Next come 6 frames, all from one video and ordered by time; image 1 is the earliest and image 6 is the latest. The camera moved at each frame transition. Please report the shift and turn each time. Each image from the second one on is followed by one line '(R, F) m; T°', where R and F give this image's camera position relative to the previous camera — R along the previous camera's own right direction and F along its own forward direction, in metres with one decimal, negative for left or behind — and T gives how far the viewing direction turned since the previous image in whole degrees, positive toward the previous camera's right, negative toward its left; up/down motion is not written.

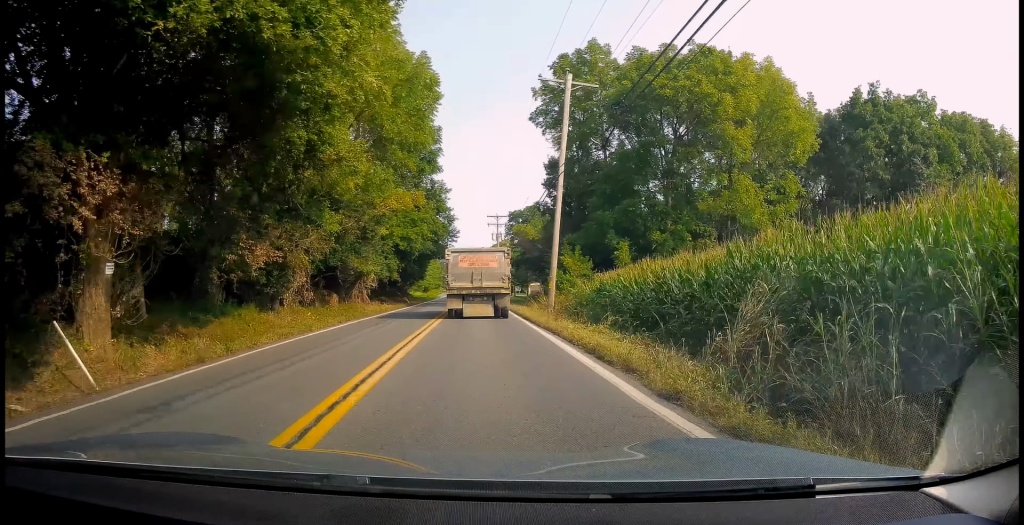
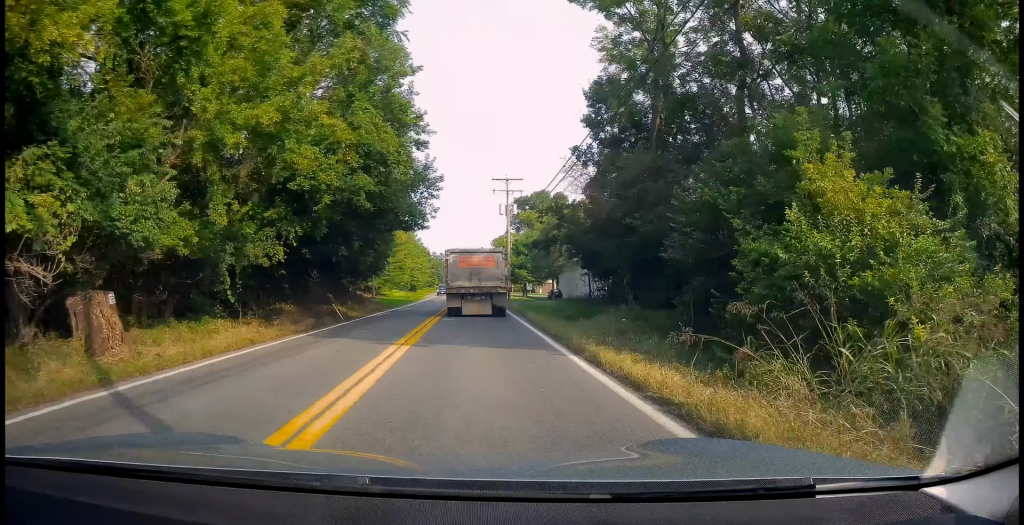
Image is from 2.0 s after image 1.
(+0.3, +26.0) m; 0°
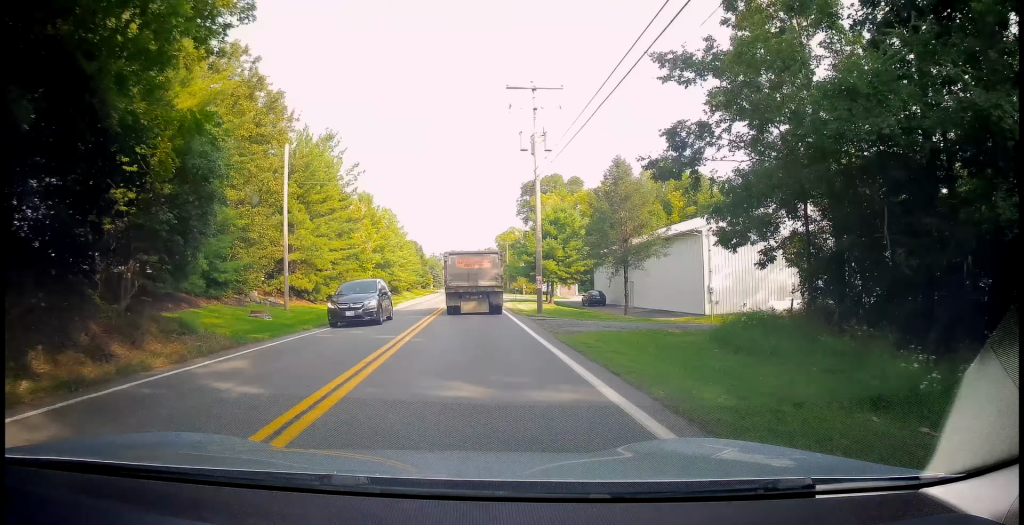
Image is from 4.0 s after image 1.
(-0.2, +21.3) m; 0°
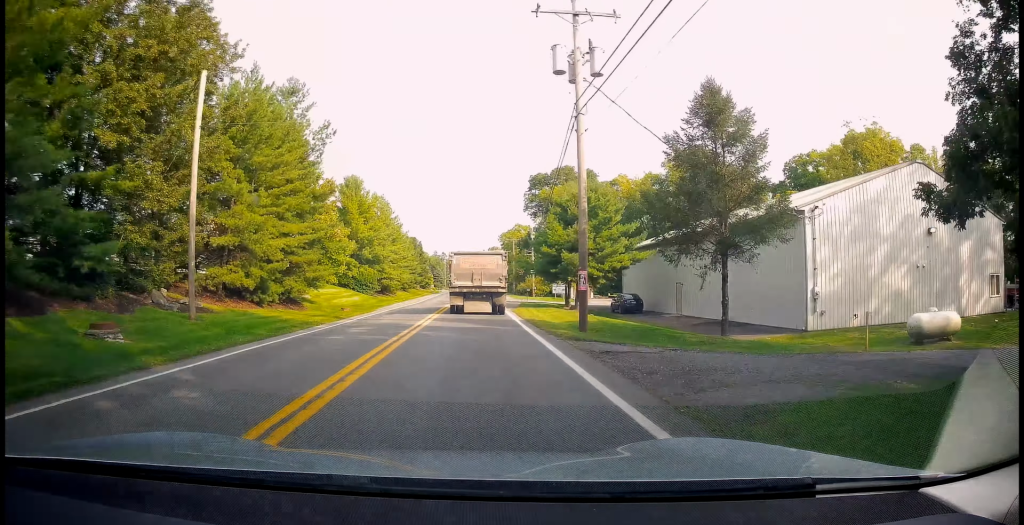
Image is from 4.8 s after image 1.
(+0.1, +8.9) m; 0°
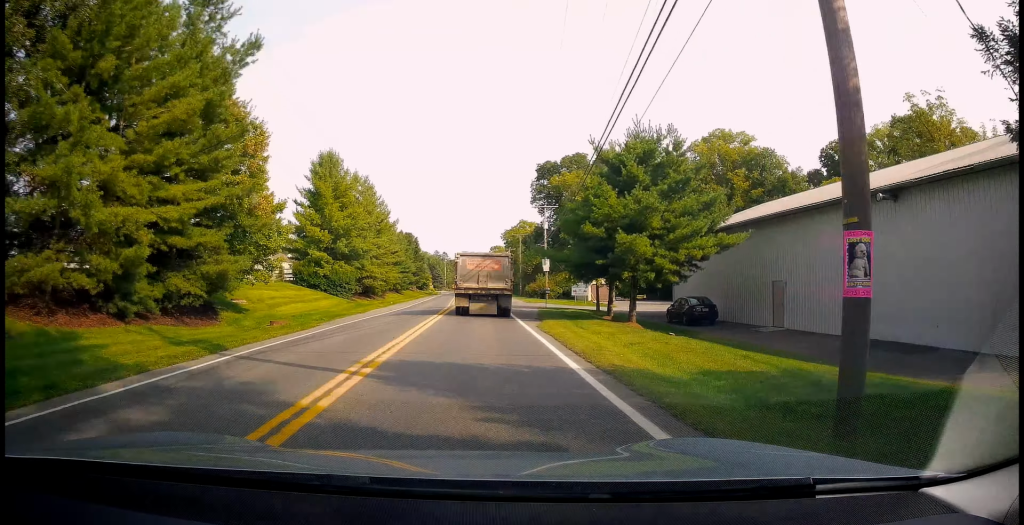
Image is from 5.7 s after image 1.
(0.0, +11.8) m; -2°
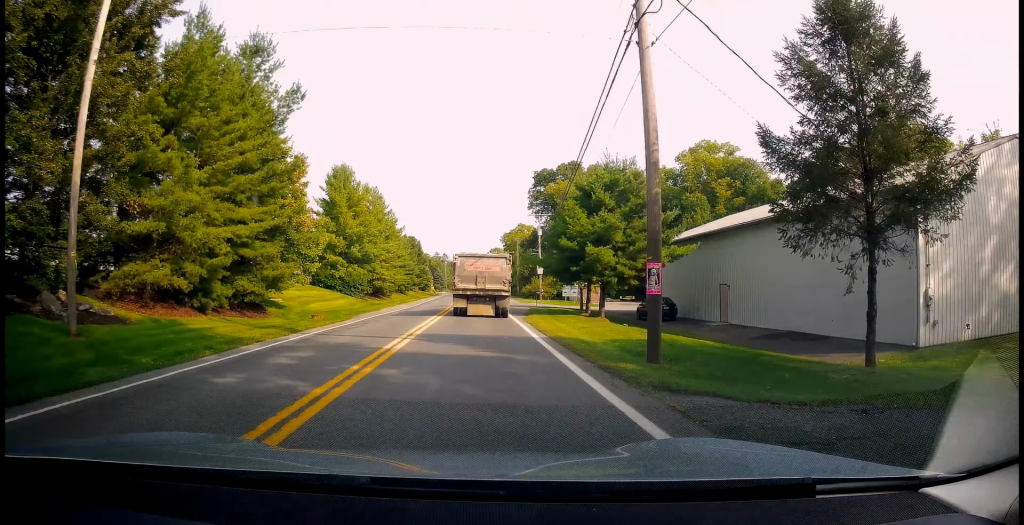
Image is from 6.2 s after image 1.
(-0.2, +7.1) m; -1°
